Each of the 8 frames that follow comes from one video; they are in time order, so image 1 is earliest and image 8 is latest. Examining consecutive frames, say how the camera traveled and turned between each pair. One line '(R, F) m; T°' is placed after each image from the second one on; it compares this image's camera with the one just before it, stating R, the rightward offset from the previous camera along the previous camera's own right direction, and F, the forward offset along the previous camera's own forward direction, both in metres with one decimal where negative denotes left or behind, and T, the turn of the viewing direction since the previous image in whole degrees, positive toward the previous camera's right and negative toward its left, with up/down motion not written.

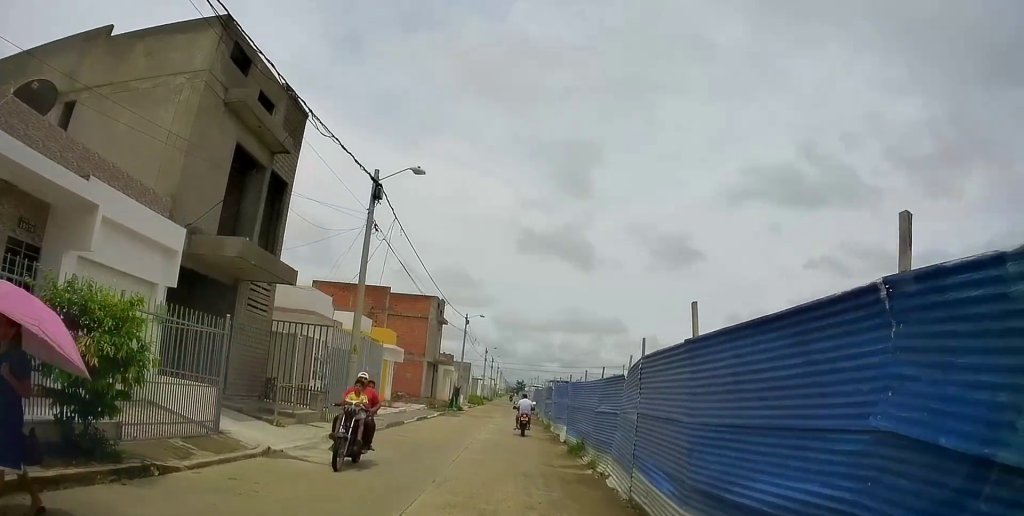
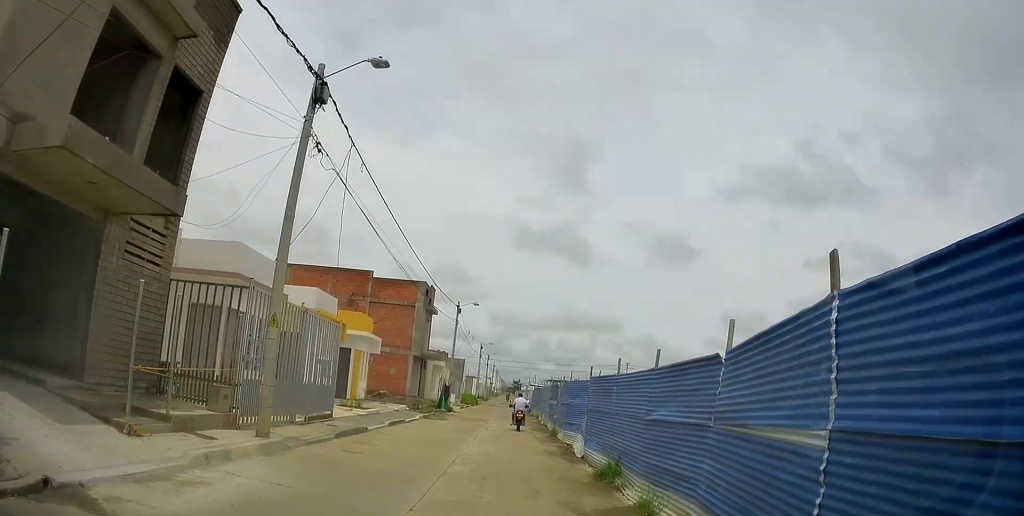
(0.0, +4.6) m; -1°
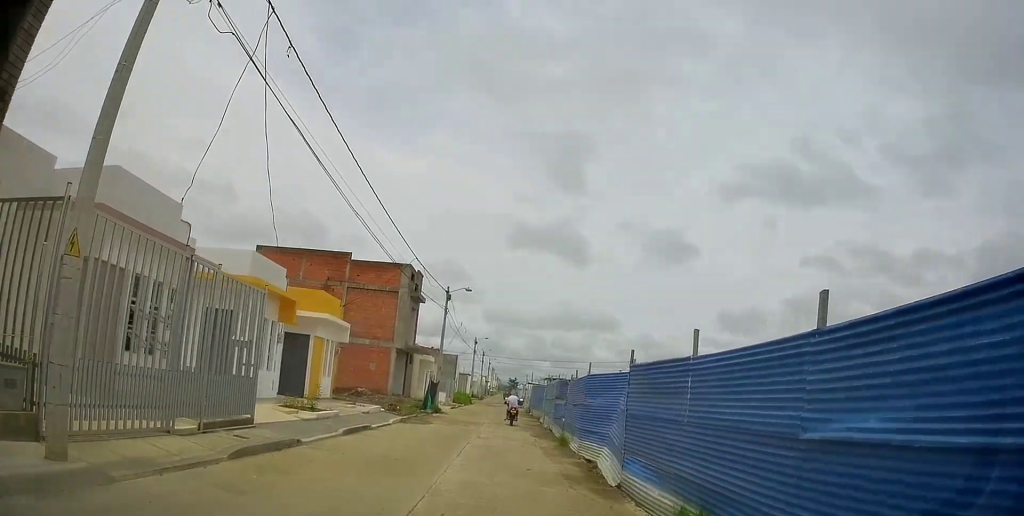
(0.0, +4.7) m; -2°
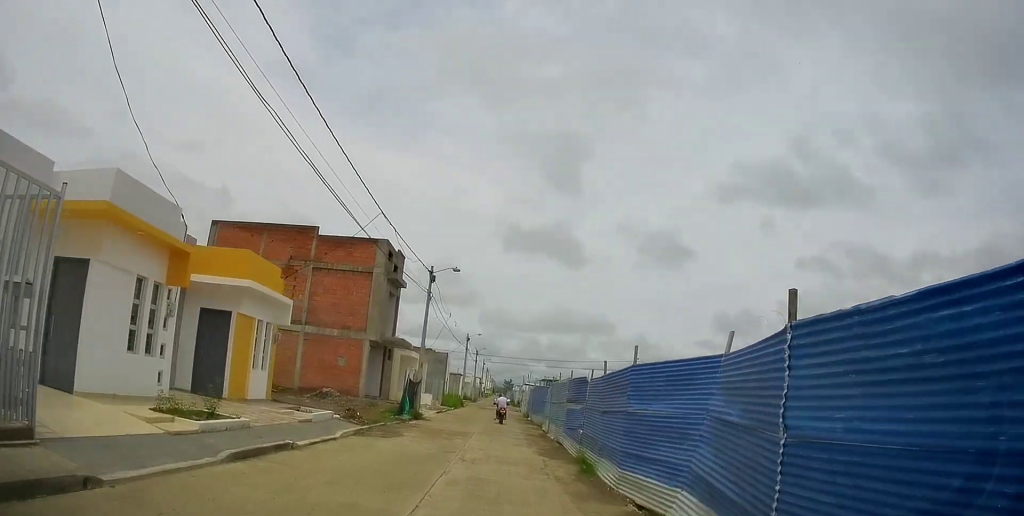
(-0.3, +5.8) m; -2°
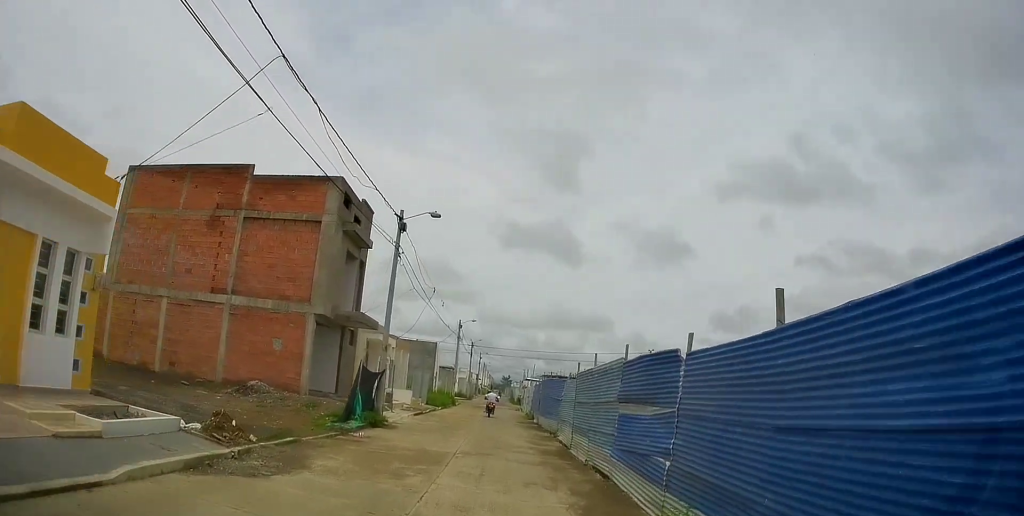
(0.0, +8.0) m; 0°
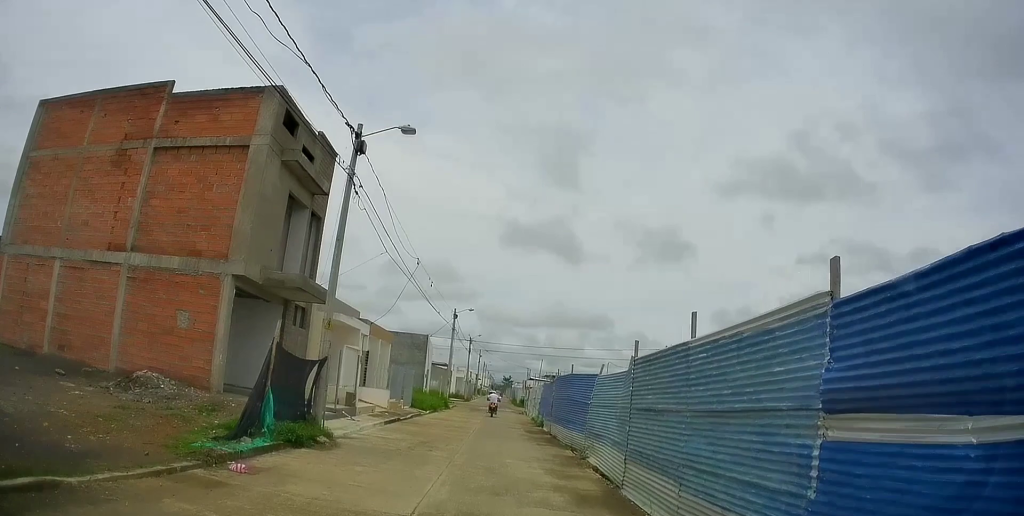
(-0.1, +6.4) m; 0°
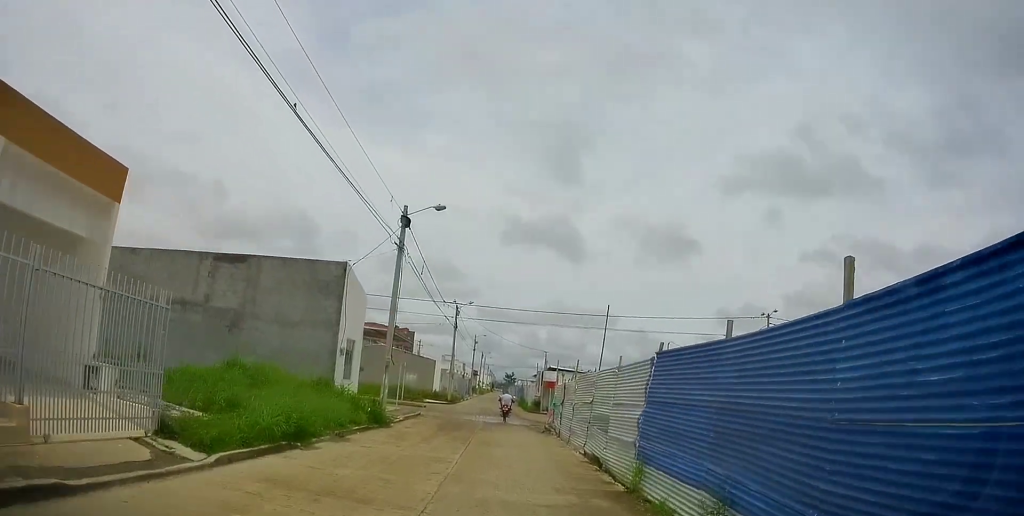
(+0.2, +22.8) m; +2°
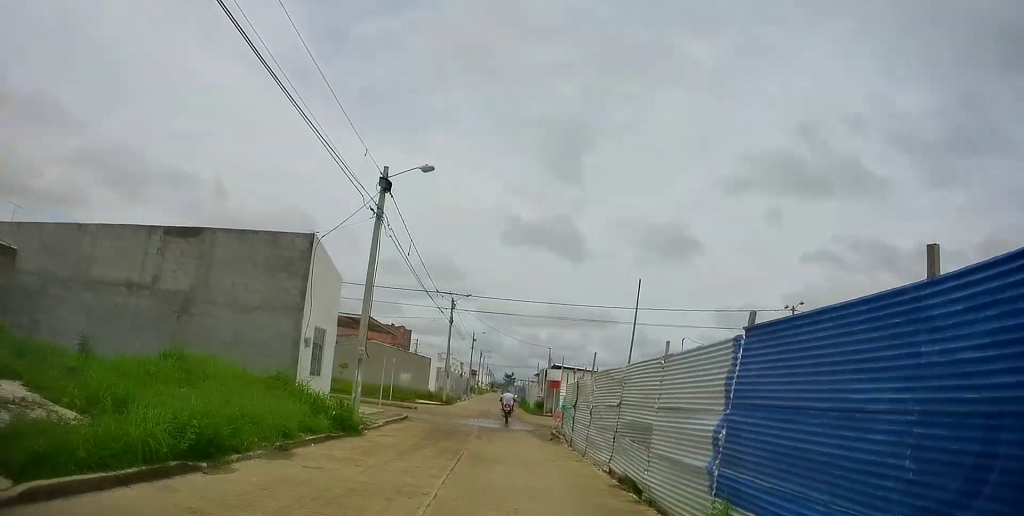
(-0.1, +3.9) m; +1°
